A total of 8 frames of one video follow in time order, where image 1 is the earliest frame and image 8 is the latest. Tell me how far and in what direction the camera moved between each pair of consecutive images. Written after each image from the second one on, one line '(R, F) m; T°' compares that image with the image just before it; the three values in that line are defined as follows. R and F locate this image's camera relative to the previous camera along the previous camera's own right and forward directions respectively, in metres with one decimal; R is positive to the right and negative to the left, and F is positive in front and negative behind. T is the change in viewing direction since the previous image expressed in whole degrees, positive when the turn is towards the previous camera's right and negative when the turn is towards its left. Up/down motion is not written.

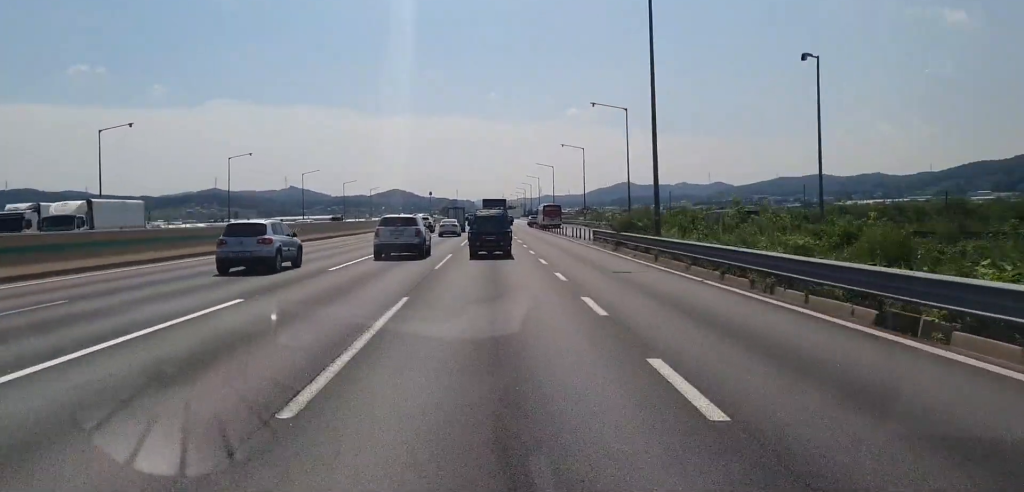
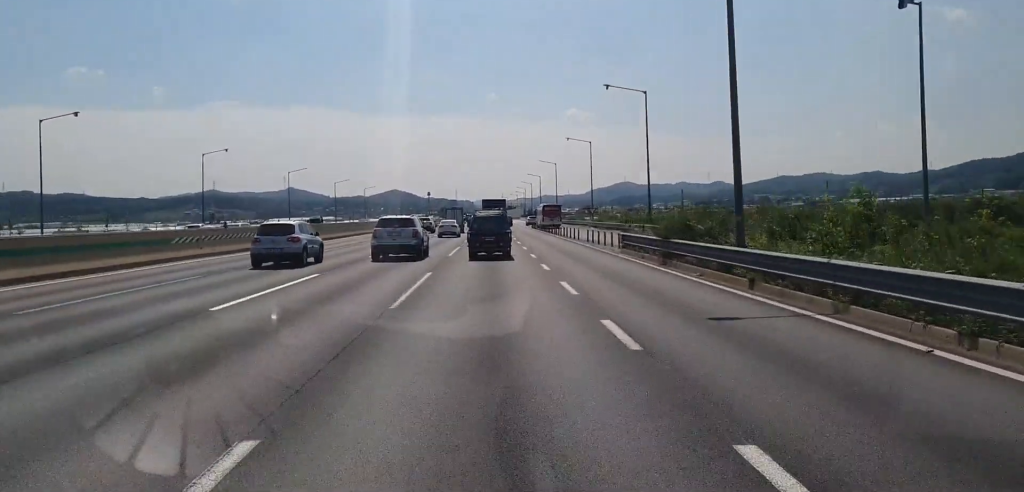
(-0.1, +10.3) m; -1°
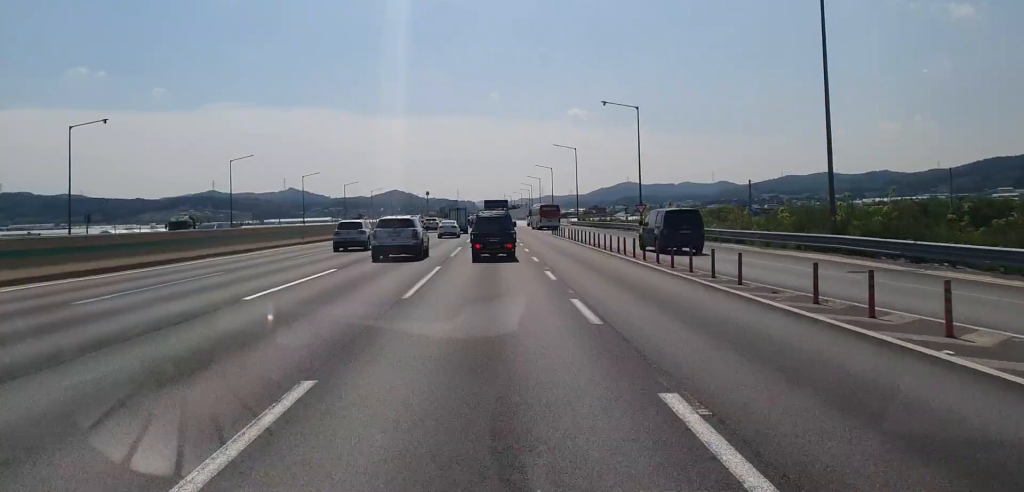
(-0.3, +34.9) m; 0°
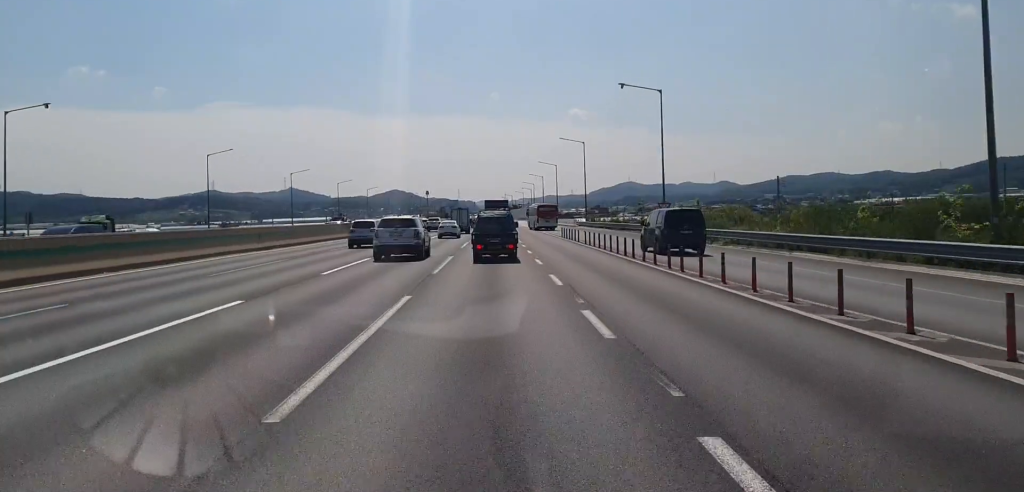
(+0.1, +9.9) m; 0°
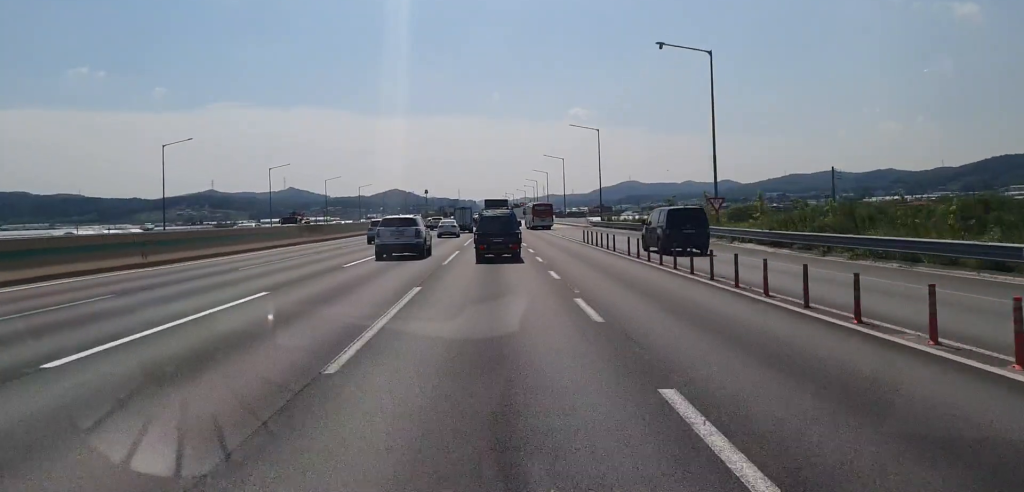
(-0.2, +15.0) m; 0°
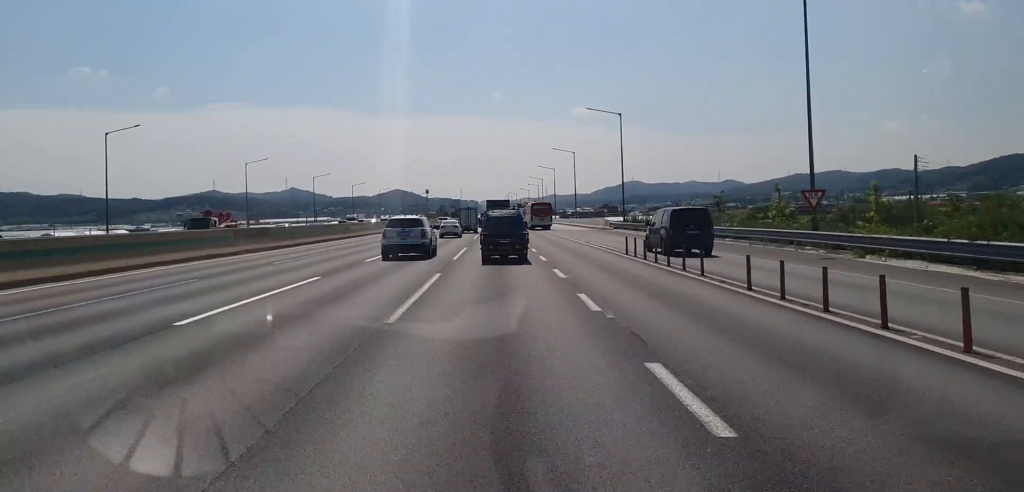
(0.0, +14.8) m; 0°
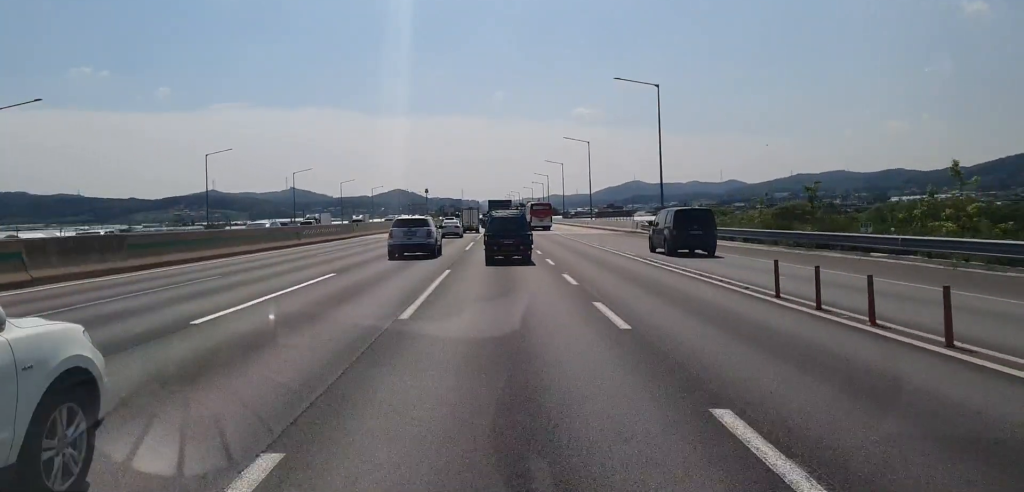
(-0.1, +17.7) m; 0°
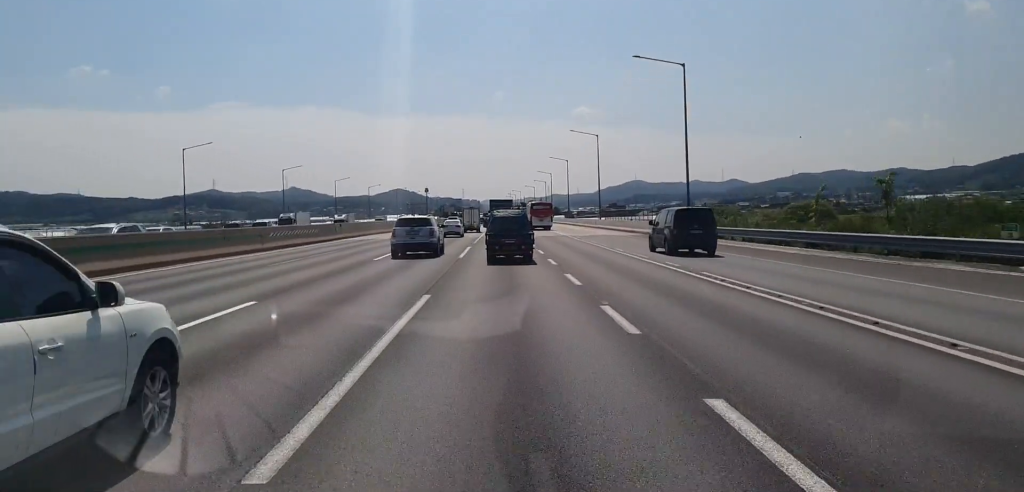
(-0.2, +8.2) m; 0°
